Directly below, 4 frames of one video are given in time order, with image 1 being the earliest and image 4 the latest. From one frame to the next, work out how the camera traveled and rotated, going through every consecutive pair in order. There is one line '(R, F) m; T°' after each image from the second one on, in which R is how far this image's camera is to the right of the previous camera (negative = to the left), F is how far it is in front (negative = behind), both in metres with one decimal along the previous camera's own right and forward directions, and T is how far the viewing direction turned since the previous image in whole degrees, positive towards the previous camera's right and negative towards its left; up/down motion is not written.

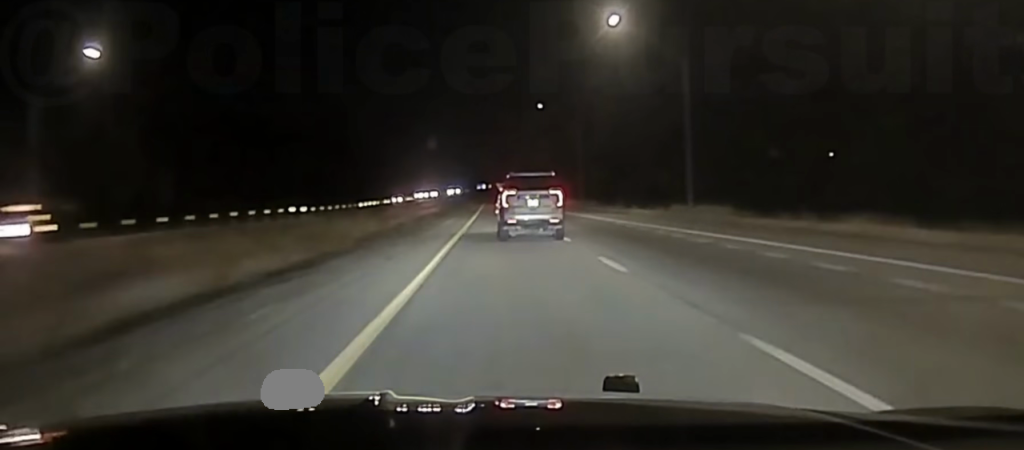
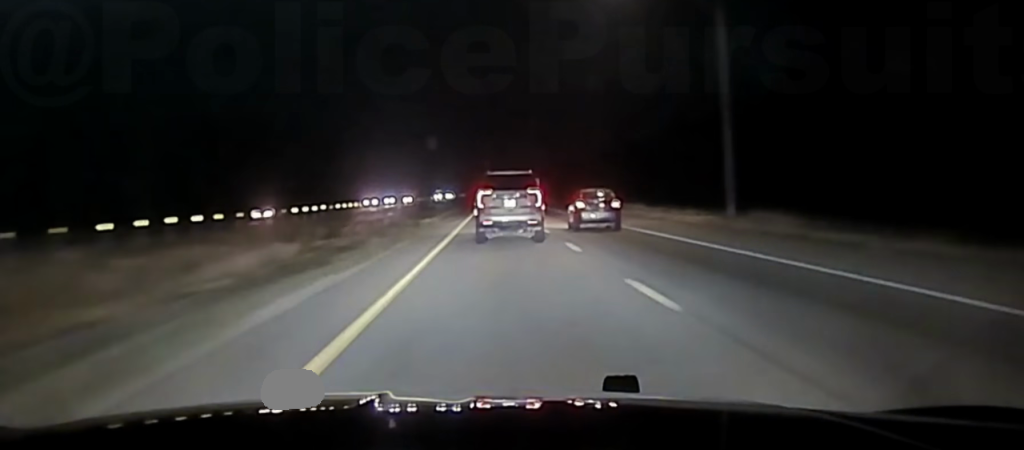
(+0.5, +78.7) m; 0°
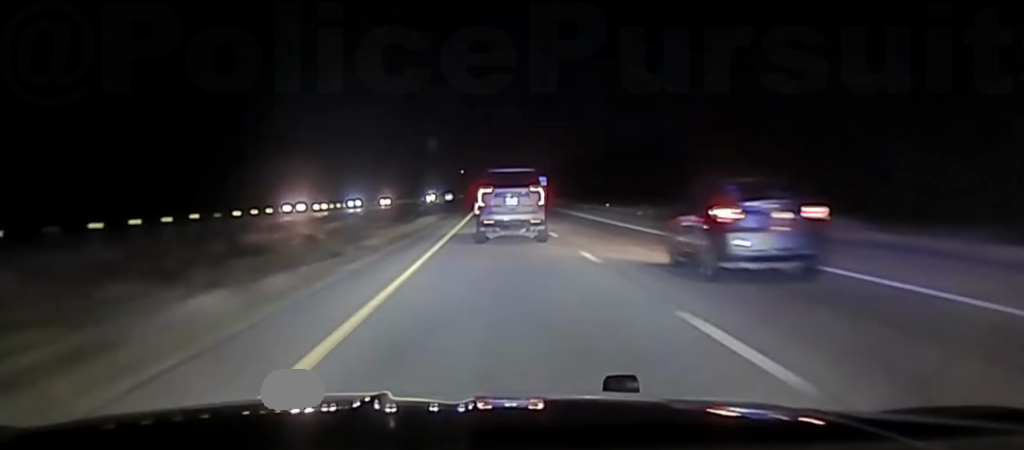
(0.0, +41.0) m; 0°
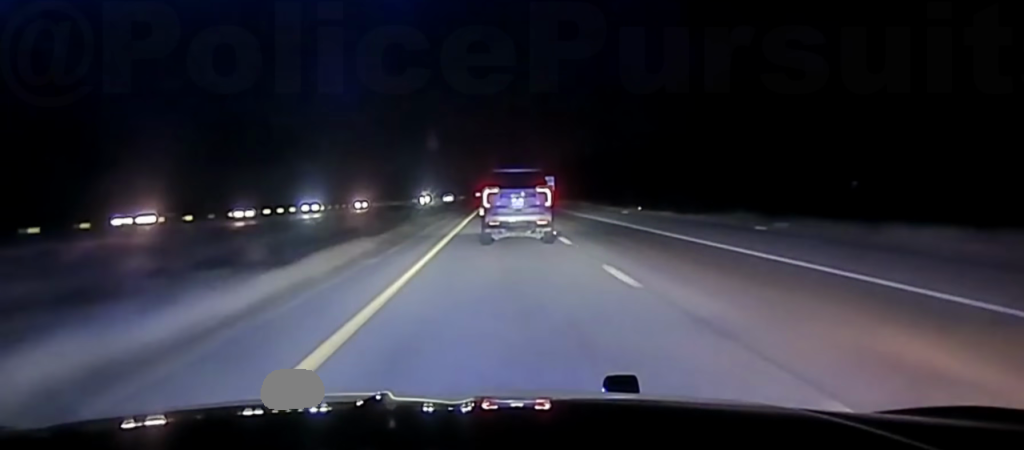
(-0.2, +29.0) m; 0°
